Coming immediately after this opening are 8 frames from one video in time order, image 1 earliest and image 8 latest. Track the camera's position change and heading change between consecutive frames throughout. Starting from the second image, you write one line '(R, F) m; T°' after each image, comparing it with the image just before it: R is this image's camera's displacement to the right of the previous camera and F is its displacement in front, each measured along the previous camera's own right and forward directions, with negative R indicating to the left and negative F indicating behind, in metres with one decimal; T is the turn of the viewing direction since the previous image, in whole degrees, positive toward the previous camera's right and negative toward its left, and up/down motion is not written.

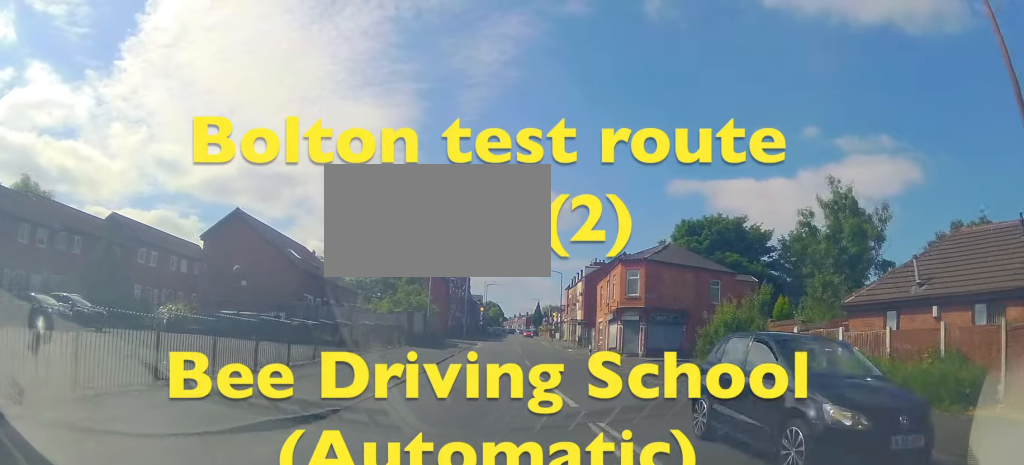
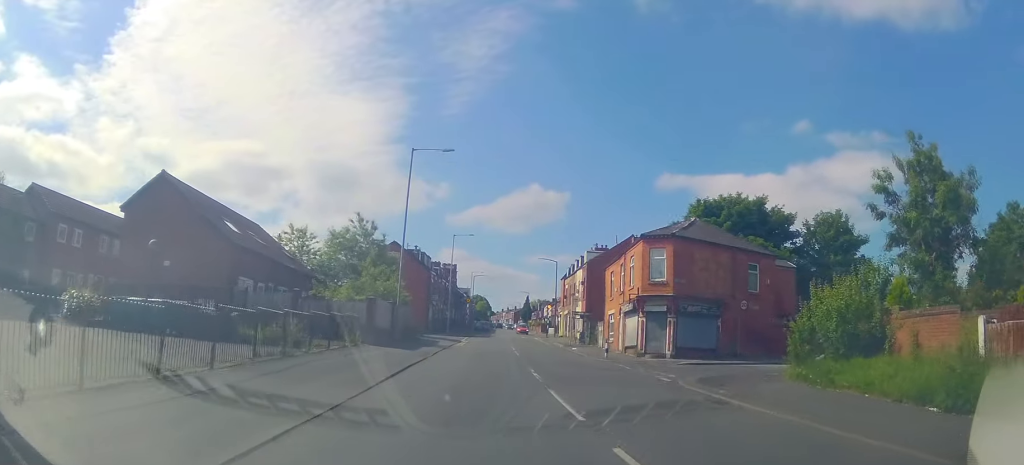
(+0.2, +8.1) m; -1°
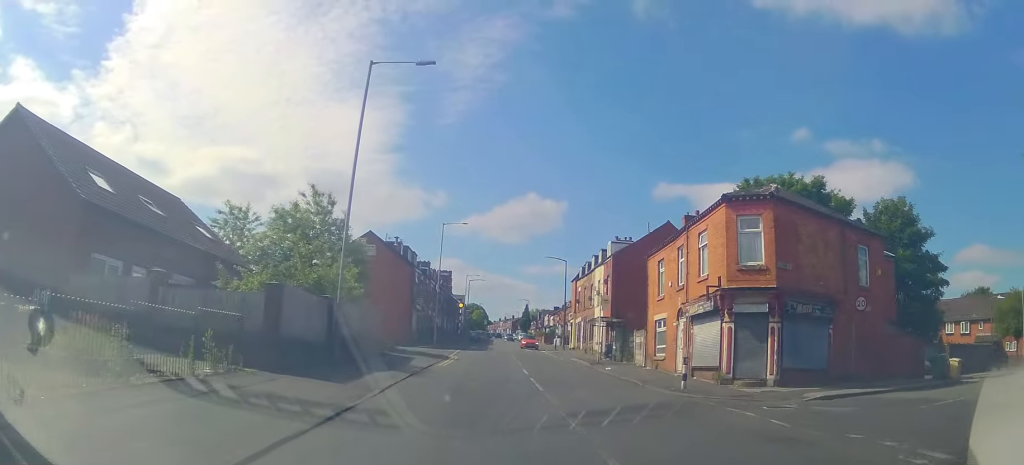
(-0.1, +11.4) m; +2°
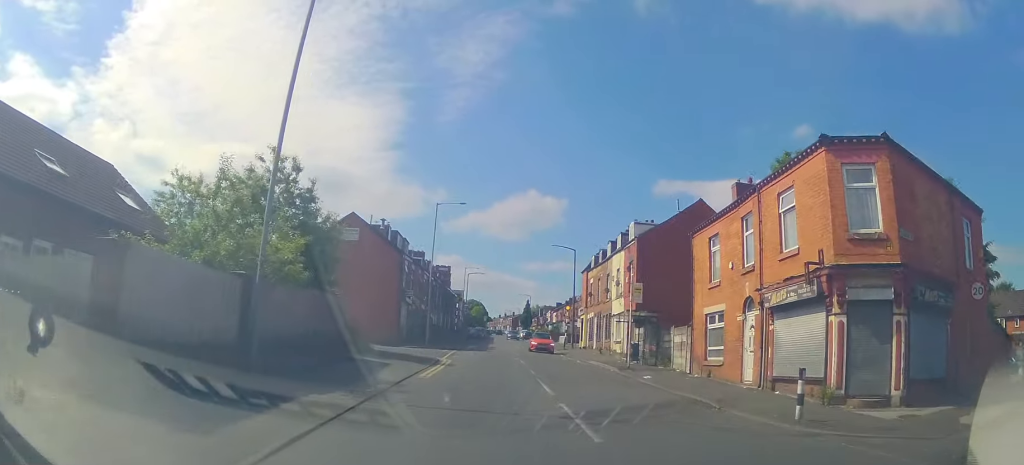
(+0.1, +6.5) m; +1°
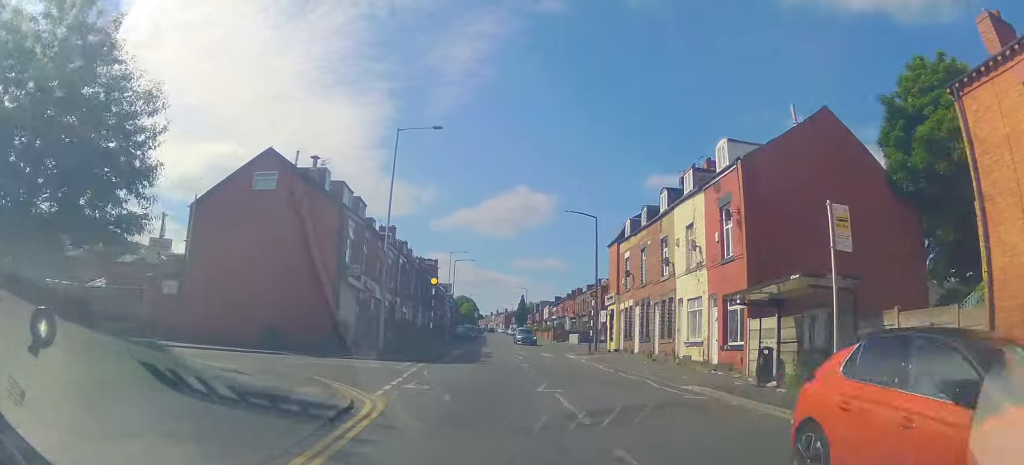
(-0.1, +15.3) m; -1°
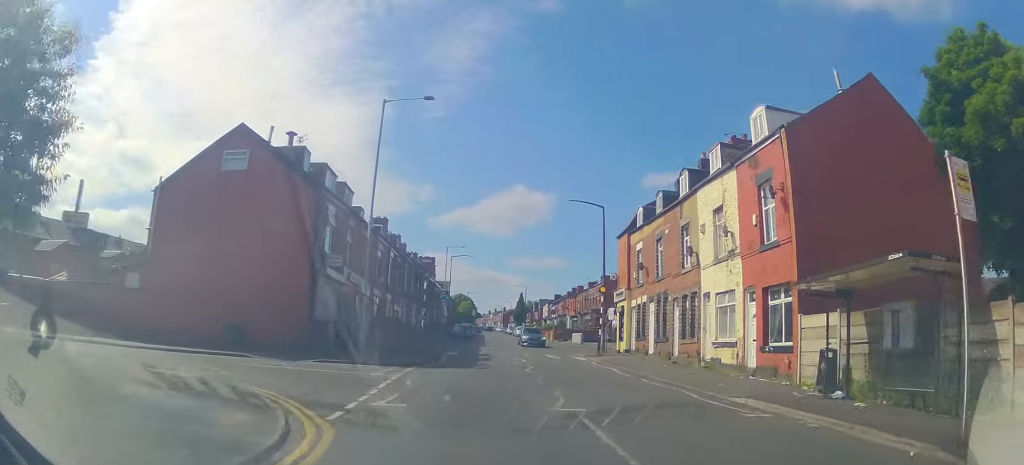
(0.0, +3.3) m; 0°
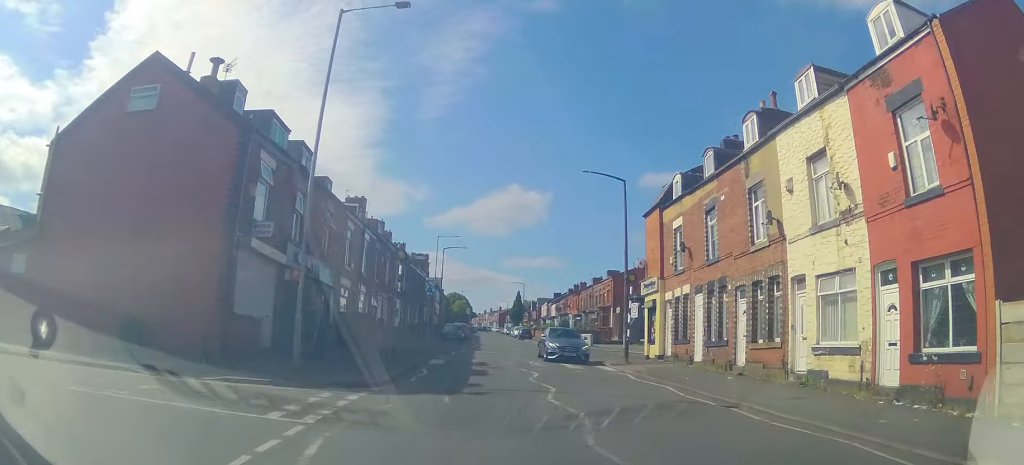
(0.0, +7.5) m; +1°
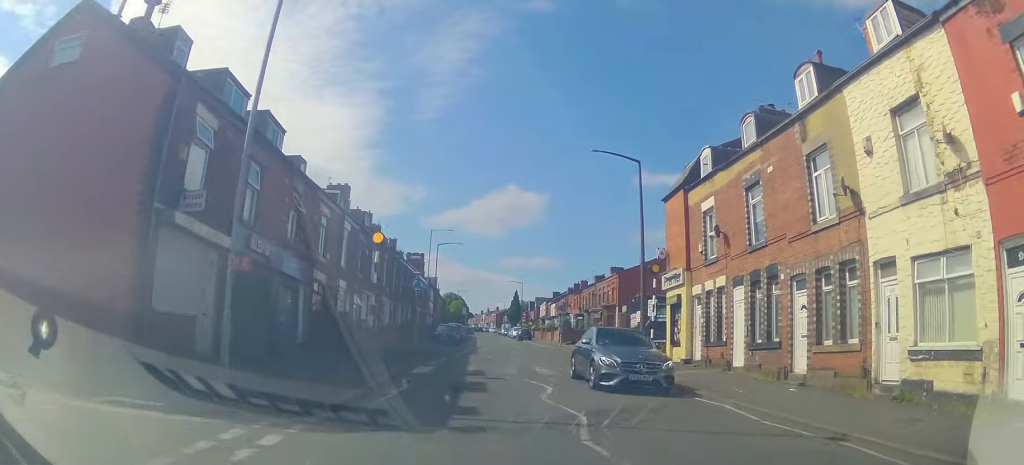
(+0.1, +4.2) m; 0°
